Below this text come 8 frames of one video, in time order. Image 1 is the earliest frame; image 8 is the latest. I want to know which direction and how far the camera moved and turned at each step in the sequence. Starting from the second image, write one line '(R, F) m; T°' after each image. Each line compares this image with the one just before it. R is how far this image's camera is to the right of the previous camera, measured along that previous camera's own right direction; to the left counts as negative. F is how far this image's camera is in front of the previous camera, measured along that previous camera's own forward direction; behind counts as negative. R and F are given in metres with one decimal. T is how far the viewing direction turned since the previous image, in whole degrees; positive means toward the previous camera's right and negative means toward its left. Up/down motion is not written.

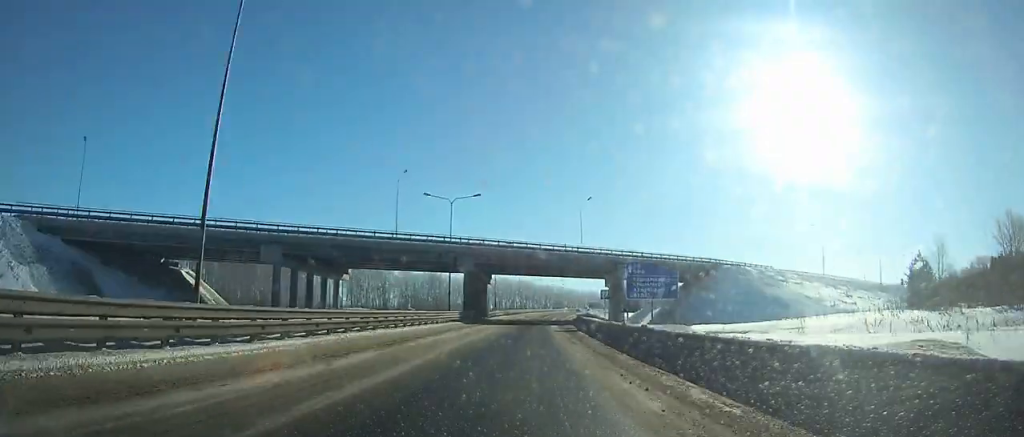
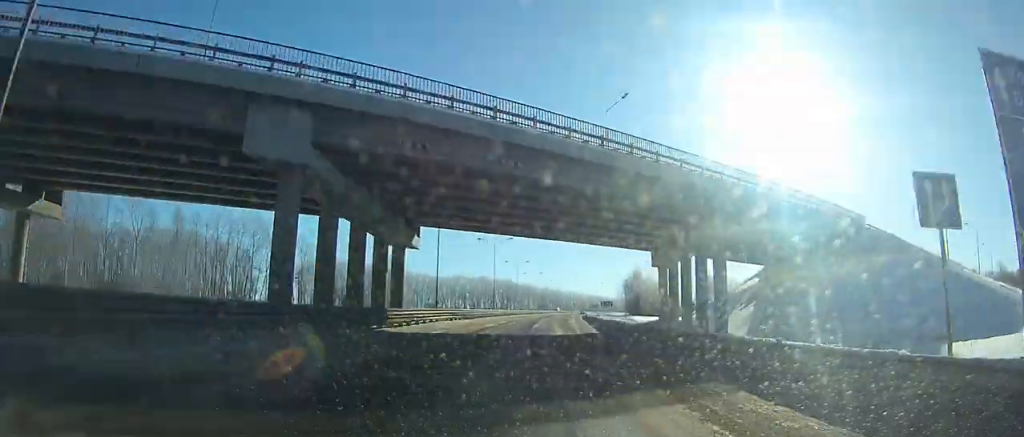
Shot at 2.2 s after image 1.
(+0.7, +46.2) m; +2°
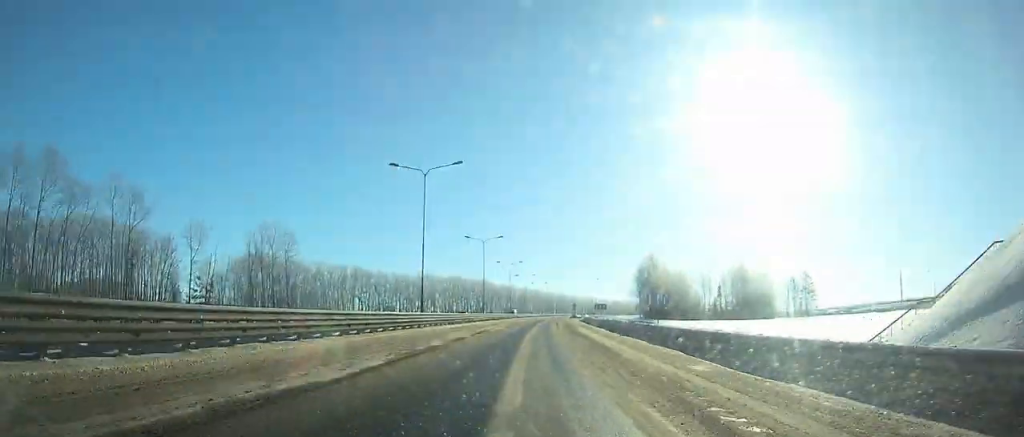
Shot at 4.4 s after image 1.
(+0.5, +45.5) m; +2°
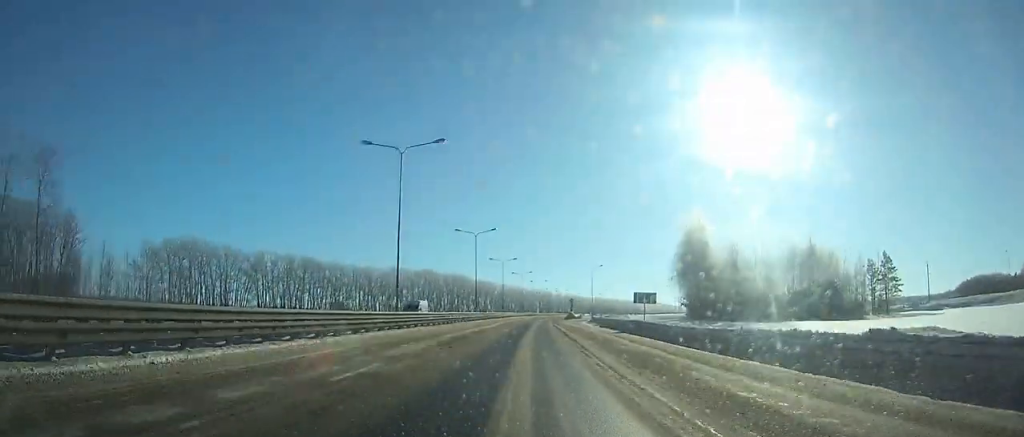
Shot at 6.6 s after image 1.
(+0.9, +44.5) m; +2°
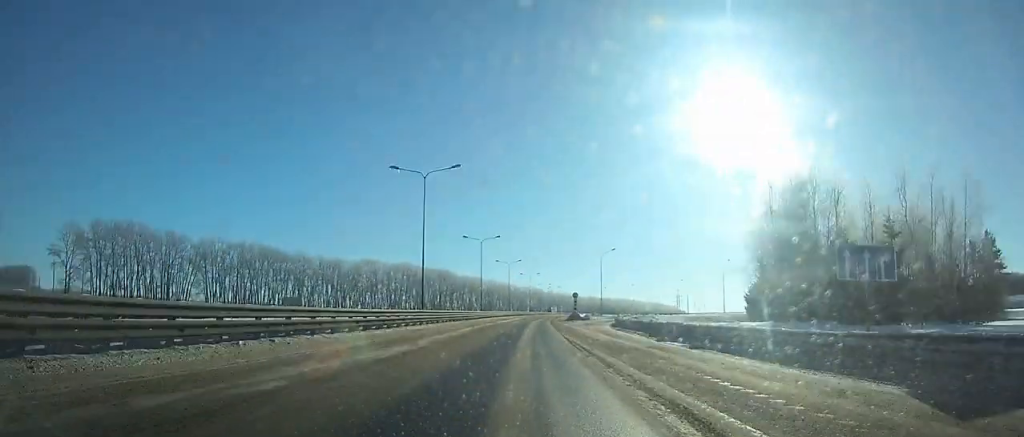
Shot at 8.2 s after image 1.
(+0.5, +31.8) m; +1°
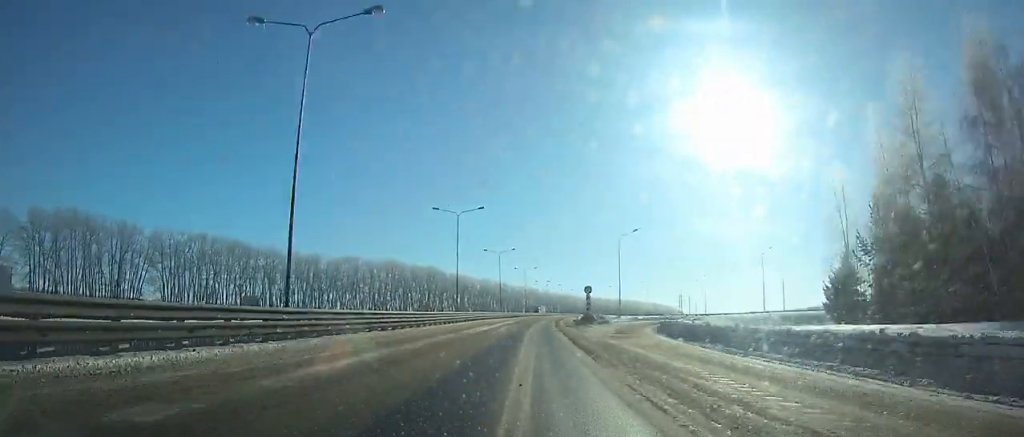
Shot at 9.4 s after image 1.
(+0.1, +23.7) m; +1°
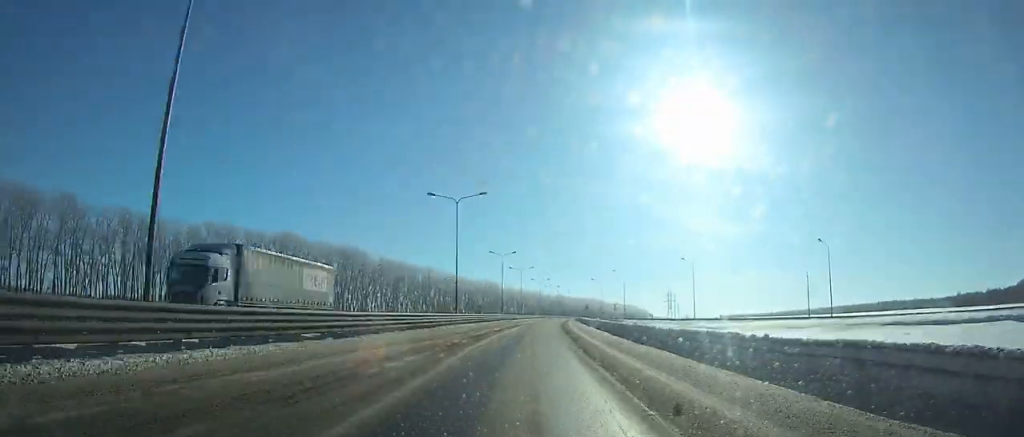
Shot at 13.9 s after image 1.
(+2.5, +87.8) m; +4°
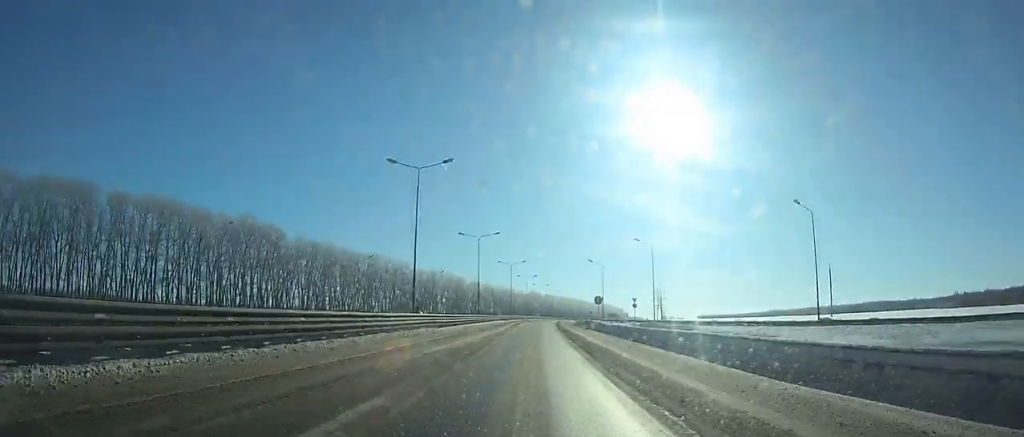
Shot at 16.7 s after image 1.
(+1.5, +54.5) m; +3°
